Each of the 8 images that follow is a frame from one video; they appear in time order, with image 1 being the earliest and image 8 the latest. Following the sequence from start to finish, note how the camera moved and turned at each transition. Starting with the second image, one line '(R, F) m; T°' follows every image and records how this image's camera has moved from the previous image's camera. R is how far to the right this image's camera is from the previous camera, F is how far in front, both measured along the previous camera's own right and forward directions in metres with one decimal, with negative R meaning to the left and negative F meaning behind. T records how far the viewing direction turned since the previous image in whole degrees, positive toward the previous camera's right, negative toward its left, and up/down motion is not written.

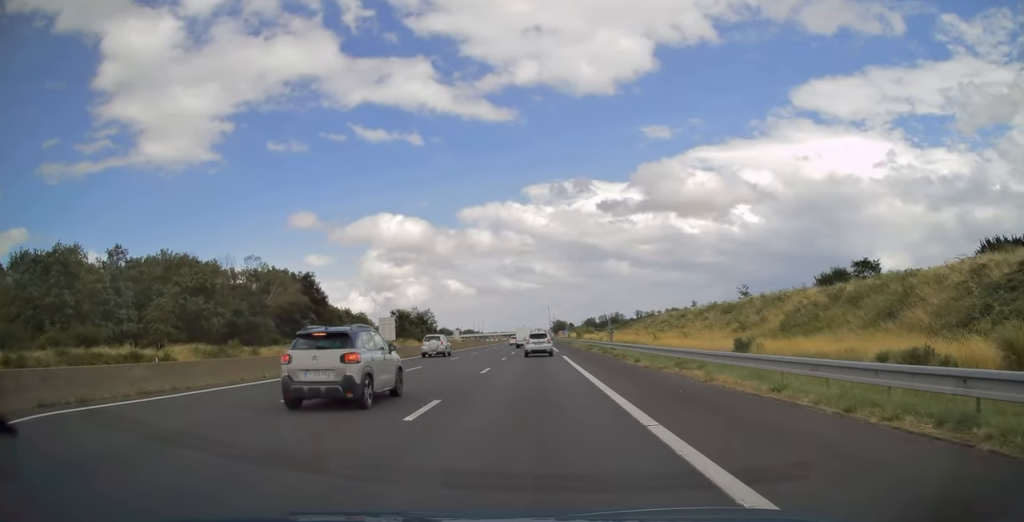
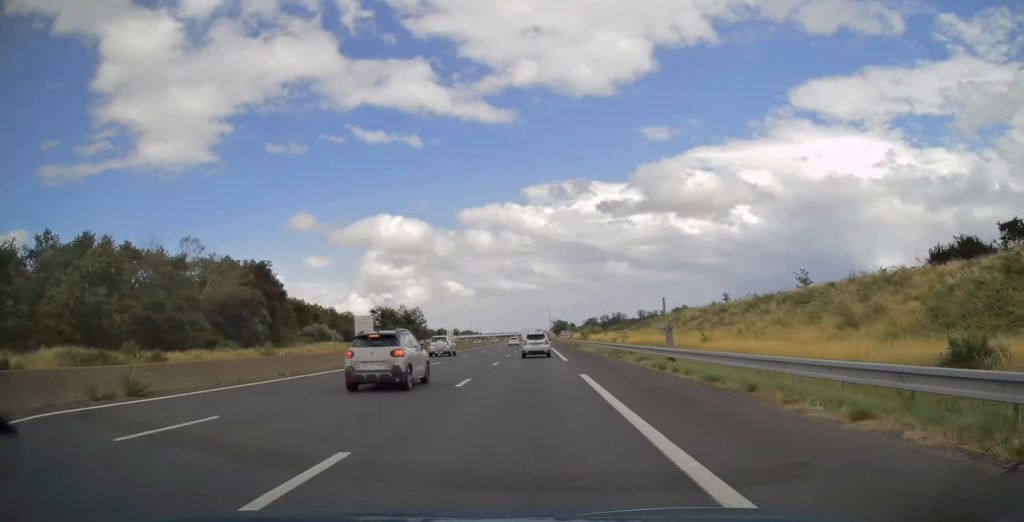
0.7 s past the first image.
(0.0, +18.8) m; 0°
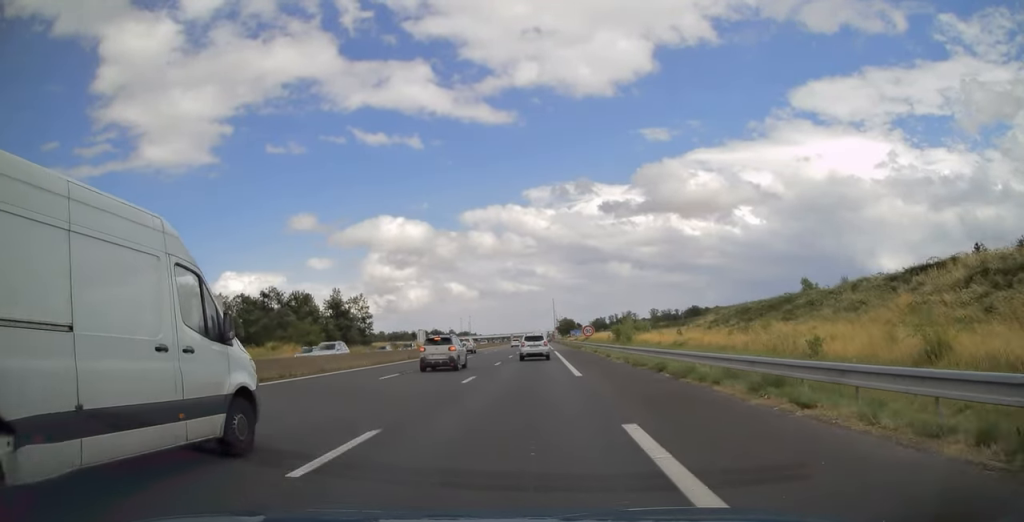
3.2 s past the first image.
(+0.9, +62.5) m; +1°
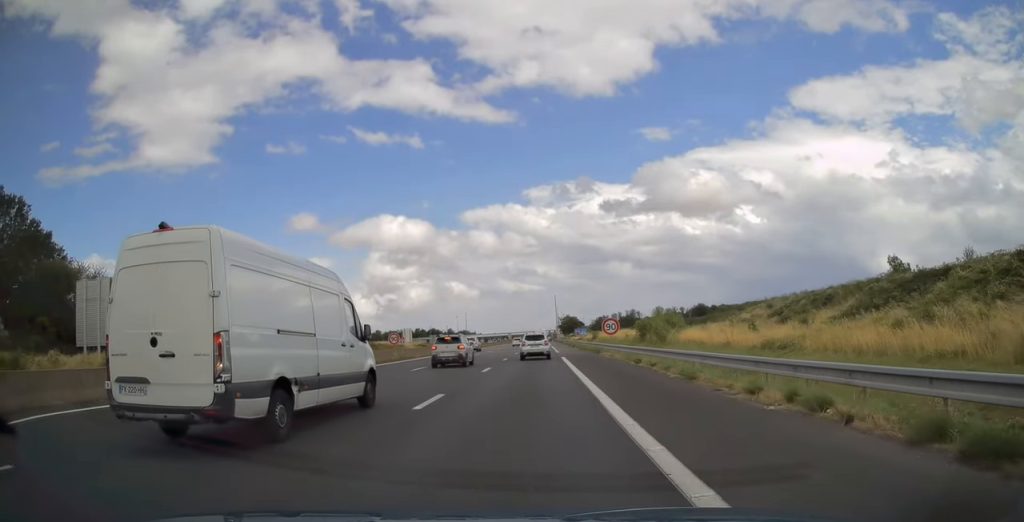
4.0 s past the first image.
(-0.2, +20.2) m; -1°
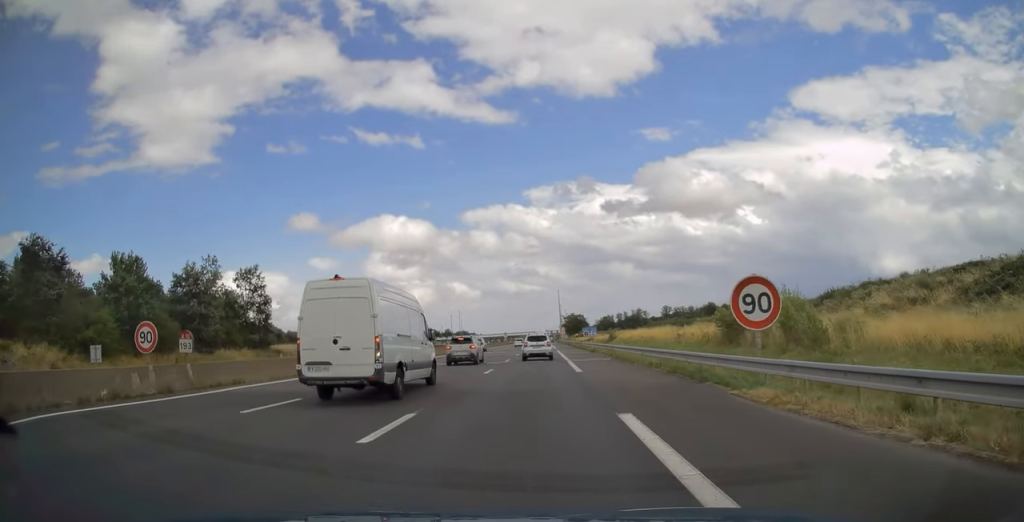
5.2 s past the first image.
(-0.2, +29.7) m; 0°
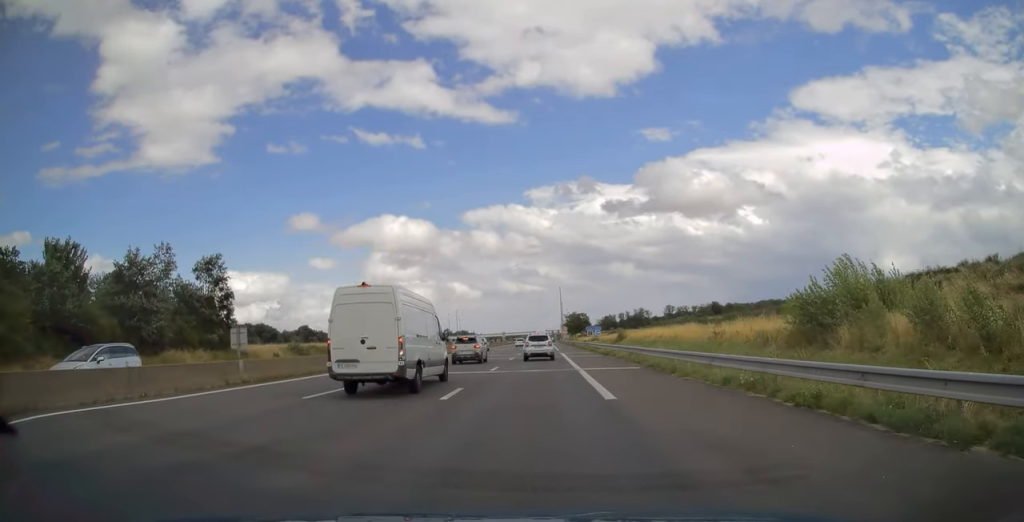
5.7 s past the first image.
(+0.1, +10.4) m; 0°
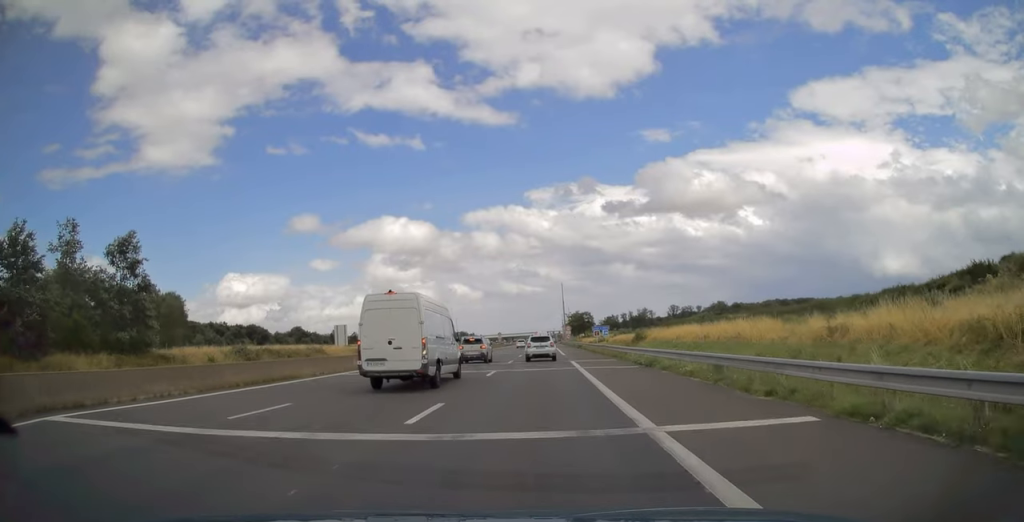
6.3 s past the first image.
(+0.3, +16.4) m; 0°
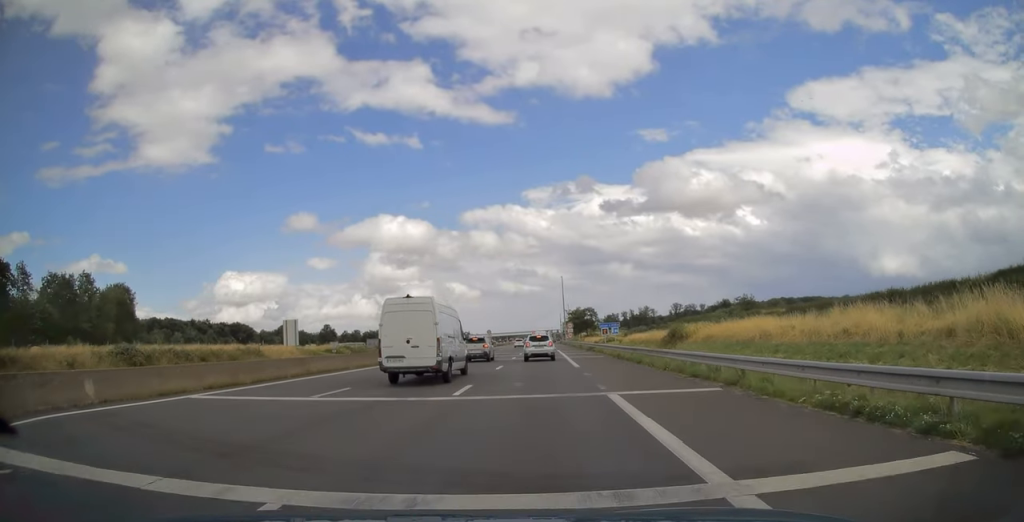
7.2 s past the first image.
(-0.5, +21.4) m; 0°
